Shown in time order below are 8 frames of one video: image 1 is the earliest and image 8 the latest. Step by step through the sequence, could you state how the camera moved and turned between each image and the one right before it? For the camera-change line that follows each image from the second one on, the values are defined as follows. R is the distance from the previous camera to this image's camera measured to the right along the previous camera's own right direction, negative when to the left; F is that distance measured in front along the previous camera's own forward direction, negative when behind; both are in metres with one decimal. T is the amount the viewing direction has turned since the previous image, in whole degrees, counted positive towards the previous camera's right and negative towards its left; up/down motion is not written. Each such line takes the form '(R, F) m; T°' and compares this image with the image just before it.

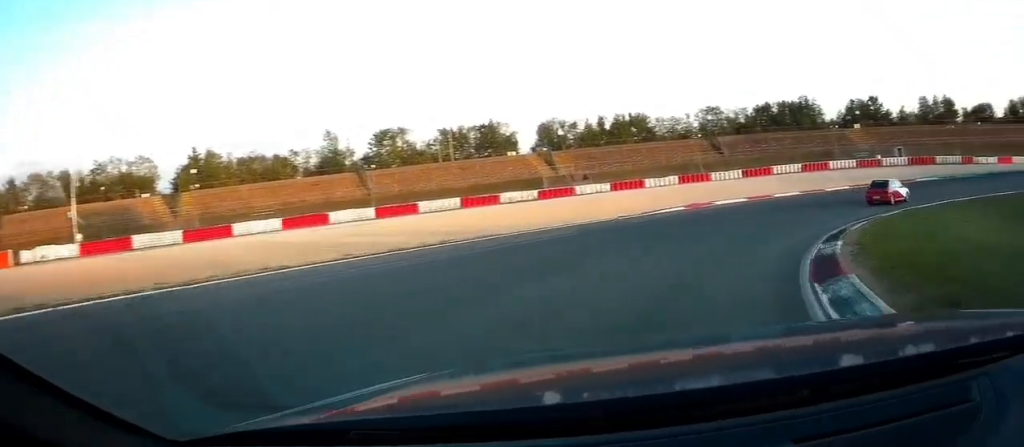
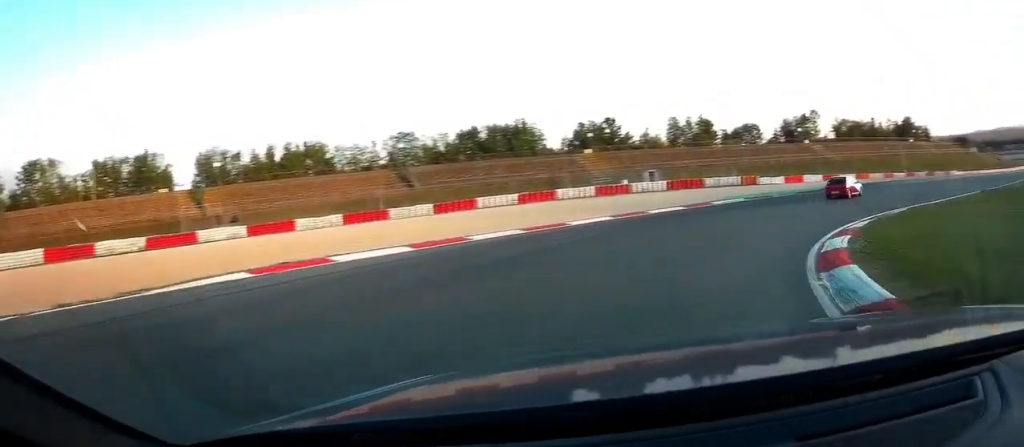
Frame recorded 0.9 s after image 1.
(+4.3, +17.7) m; +26°
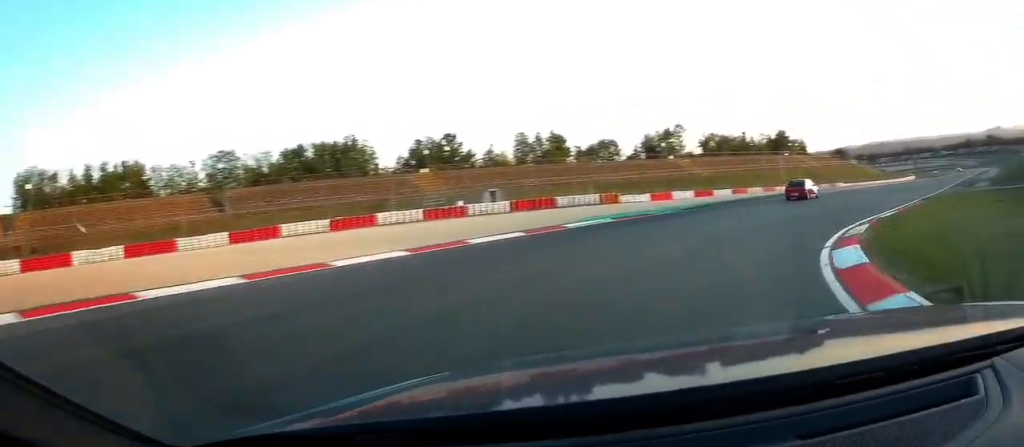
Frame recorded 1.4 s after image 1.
(+0.5, +10.0) m; +13°
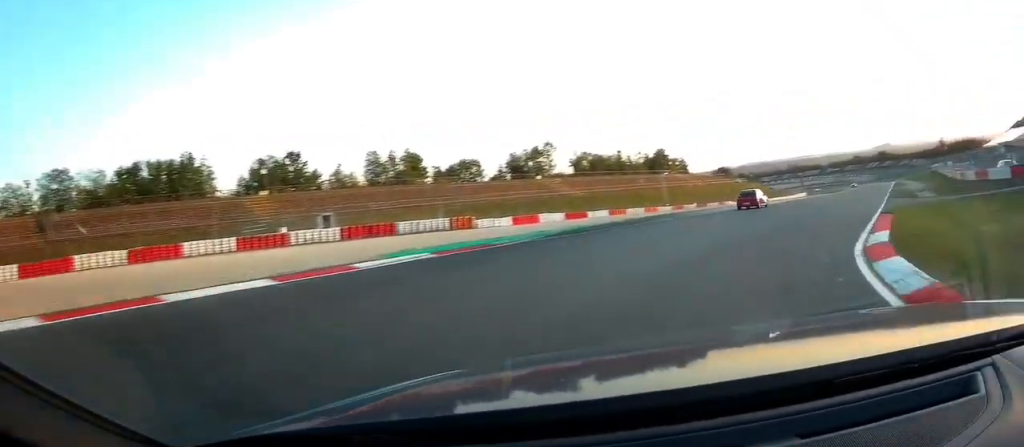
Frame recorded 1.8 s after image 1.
(+1.7, +10.1) m; +9°
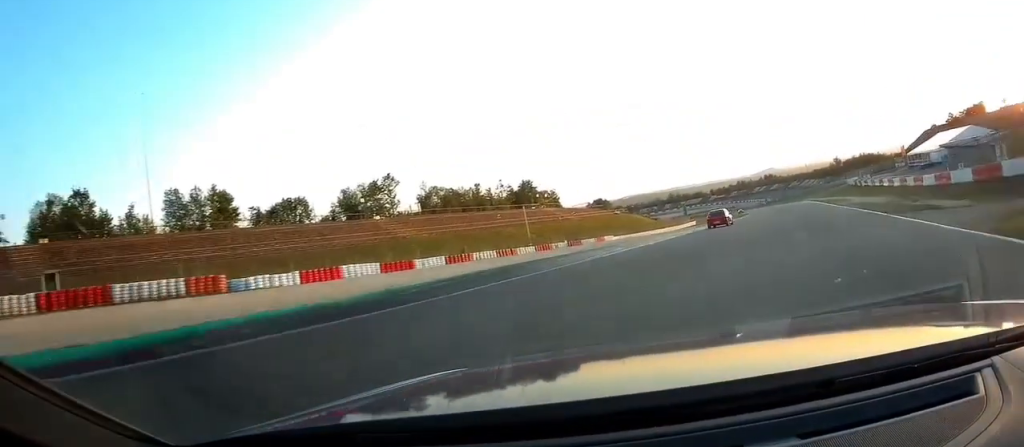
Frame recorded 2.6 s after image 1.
(+2.3, +19.2) m; +14°
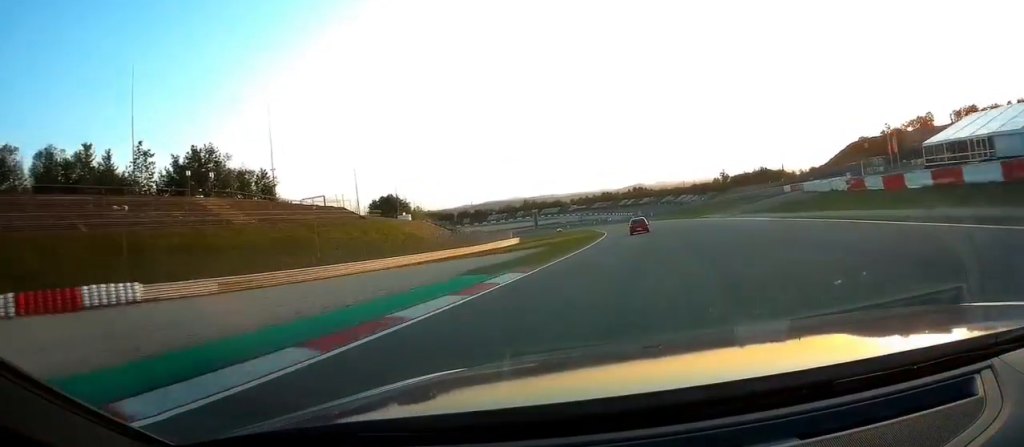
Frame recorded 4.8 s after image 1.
(+11.9, +75.8) m; +10°
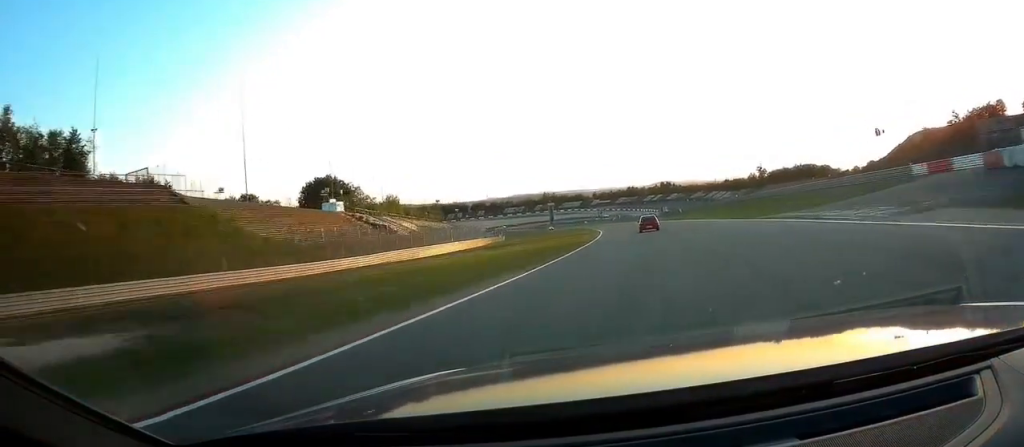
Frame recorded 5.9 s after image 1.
(-0.7, +54.2) m; -3°
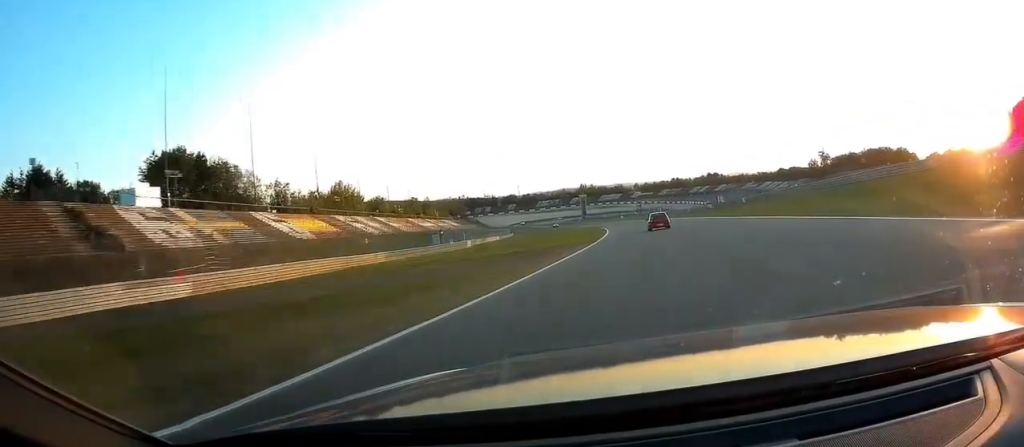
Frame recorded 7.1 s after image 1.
(-2.2, +61.0) m; -5°
